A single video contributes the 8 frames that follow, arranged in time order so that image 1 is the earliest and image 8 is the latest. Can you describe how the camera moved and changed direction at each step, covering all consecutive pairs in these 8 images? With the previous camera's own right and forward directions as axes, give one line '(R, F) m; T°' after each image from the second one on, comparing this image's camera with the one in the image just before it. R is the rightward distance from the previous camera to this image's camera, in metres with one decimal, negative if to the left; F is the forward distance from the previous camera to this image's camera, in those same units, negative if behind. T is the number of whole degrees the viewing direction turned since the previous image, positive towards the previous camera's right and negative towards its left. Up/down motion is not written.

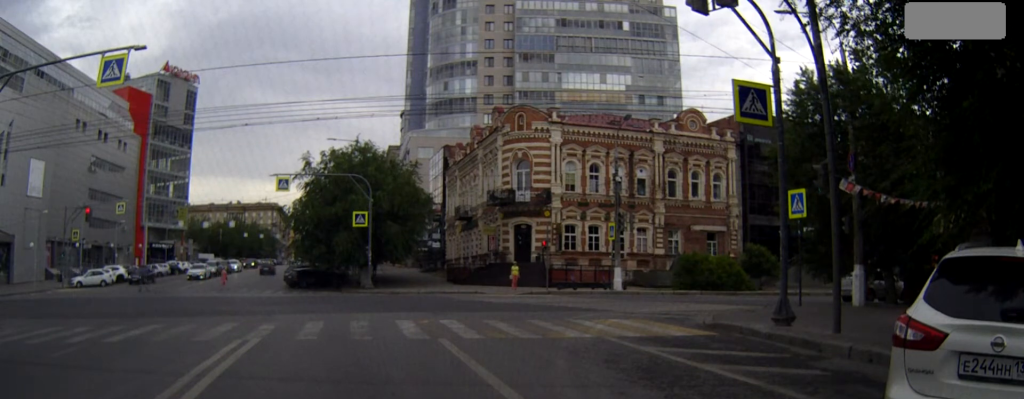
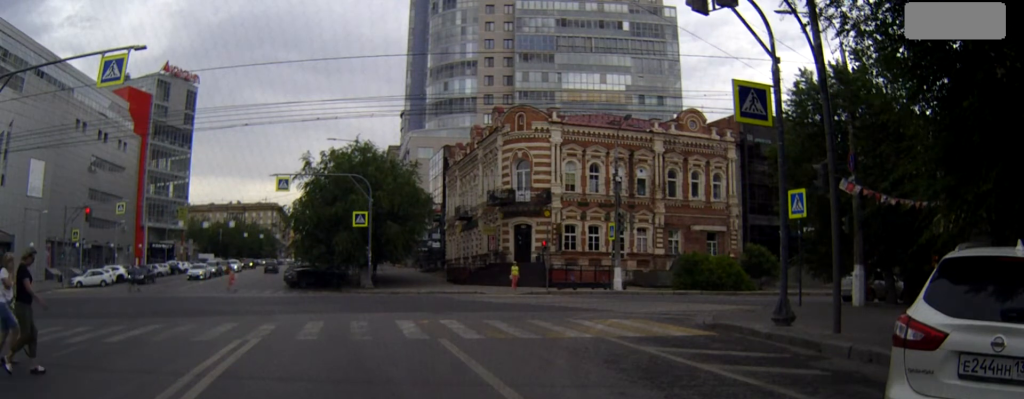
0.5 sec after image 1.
(0.0, 0.0) m; 0°
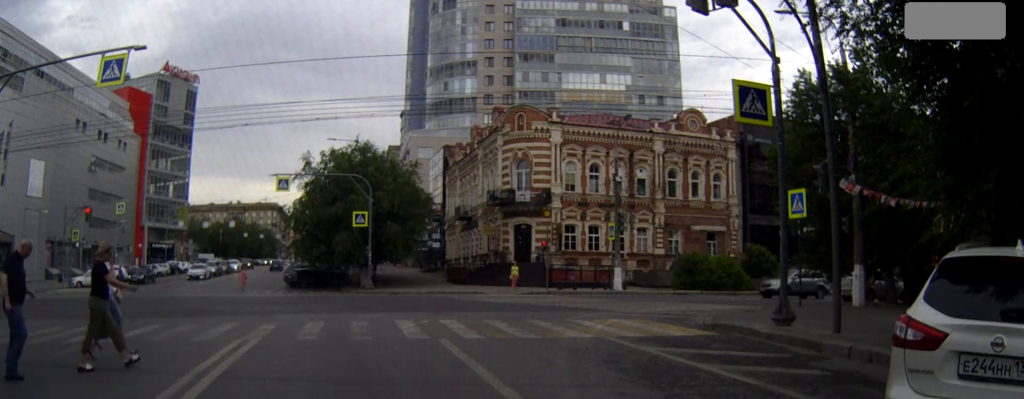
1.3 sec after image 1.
(0.0, 0.0) m; 0°
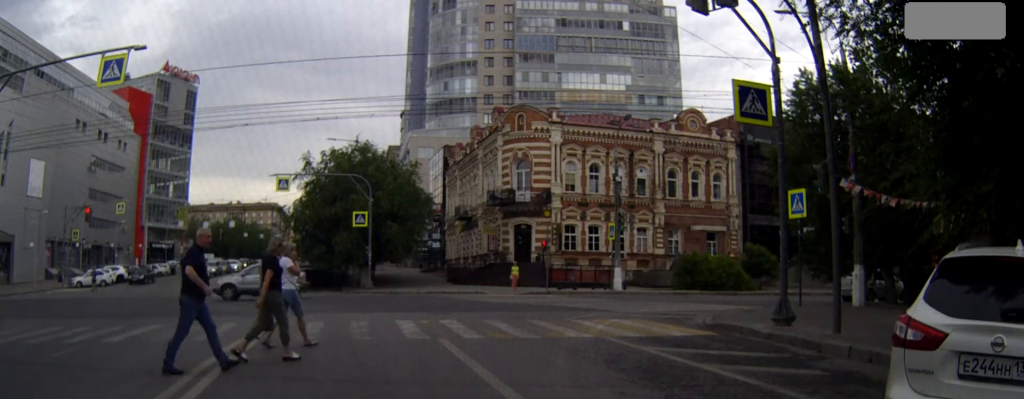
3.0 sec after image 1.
(0.0, 0.0) m; 0°
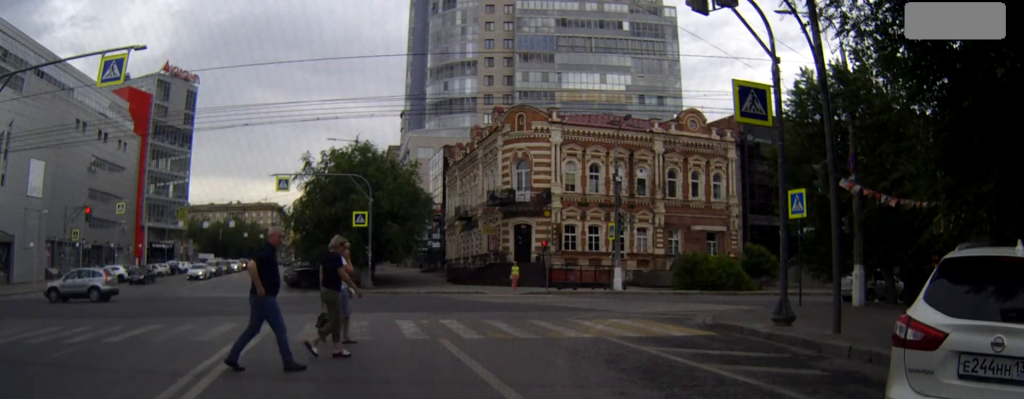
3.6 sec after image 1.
(0.0, 0.0) m; 0°
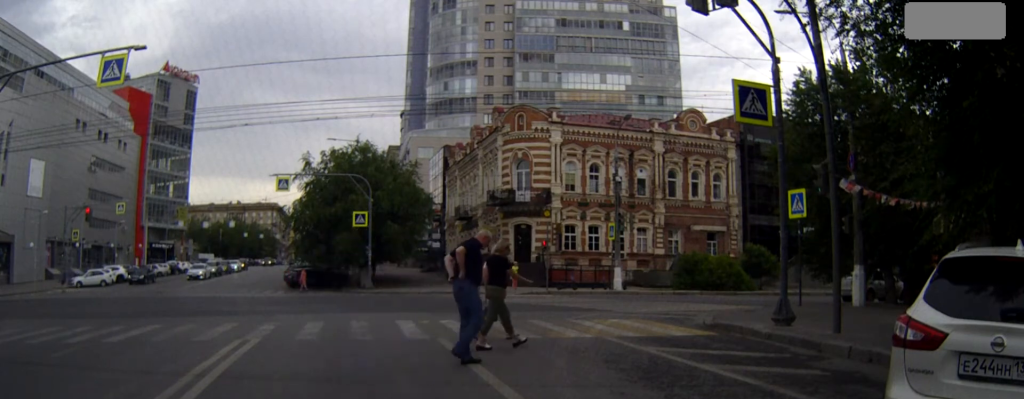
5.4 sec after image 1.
(0.0, 0.0) m; 0°
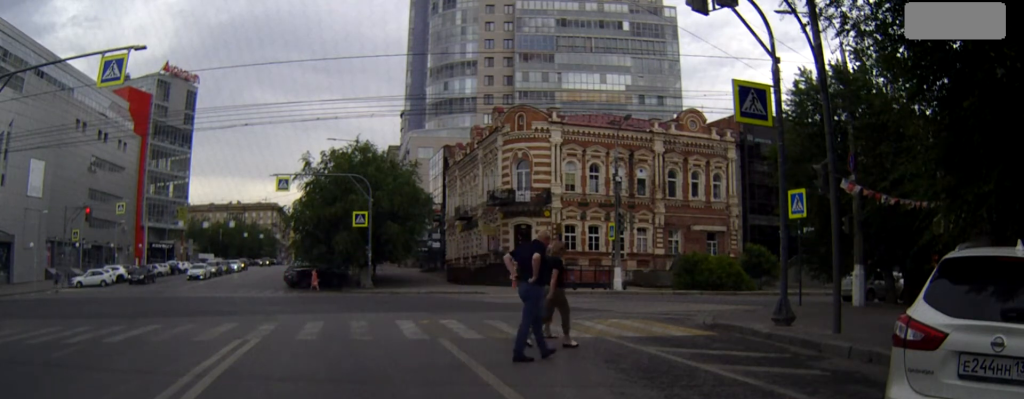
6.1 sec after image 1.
(0.0, 0.0) m; 0°
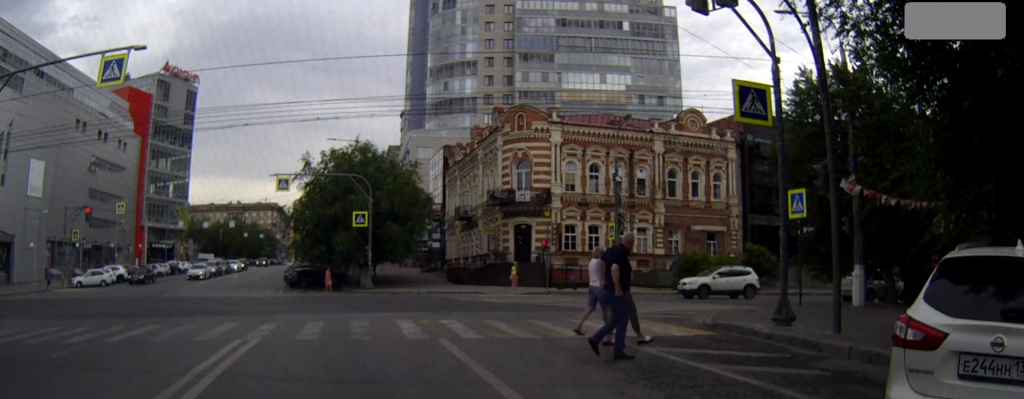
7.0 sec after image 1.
(0.0, 0.0) m; 0°
